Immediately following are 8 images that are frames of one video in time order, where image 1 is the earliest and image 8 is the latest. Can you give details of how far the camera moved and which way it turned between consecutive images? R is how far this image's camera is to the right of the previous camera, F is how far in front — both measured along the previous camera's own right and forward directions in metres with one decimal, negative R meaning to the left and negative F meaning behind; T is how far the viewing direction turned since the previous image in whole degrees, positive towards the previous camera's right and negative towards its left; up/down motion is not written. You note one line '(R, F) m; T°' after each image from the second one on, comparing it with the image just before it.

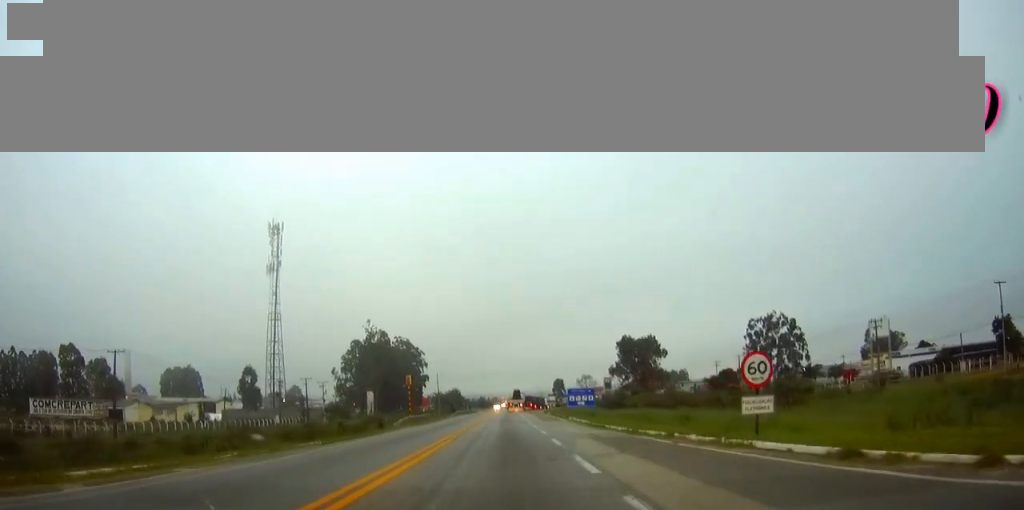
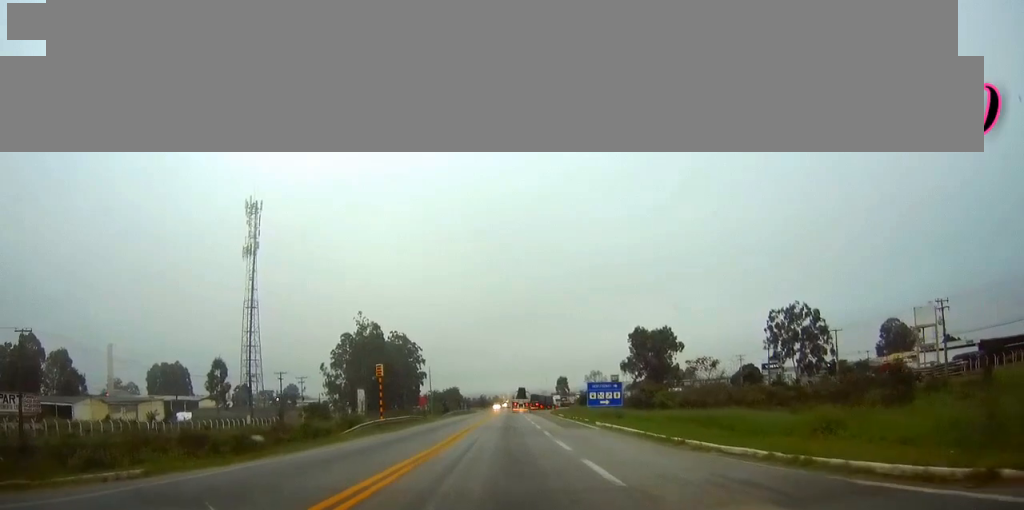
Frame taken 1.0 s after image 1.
(-0.1, +15.7) m; 0°
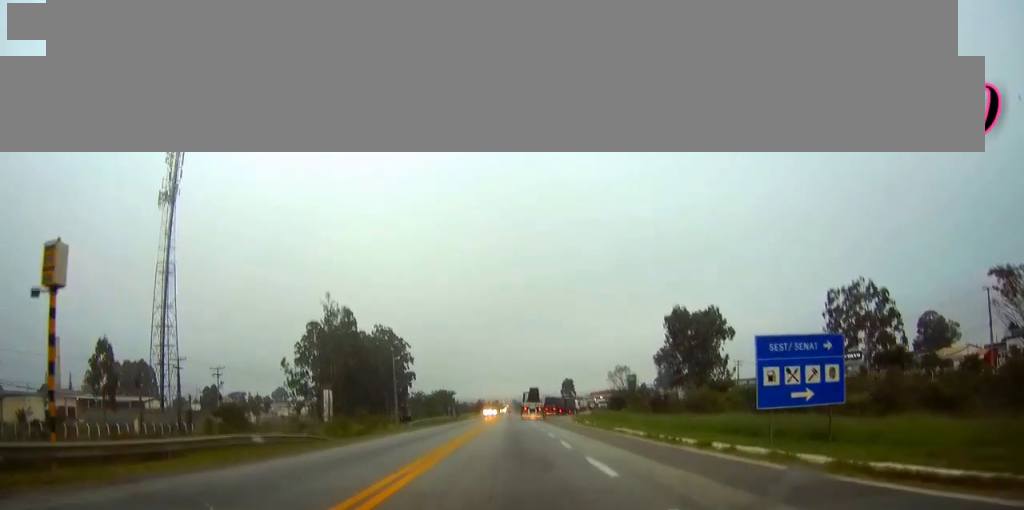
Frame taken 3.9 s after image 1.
(0.0, +39.2) m; 0°
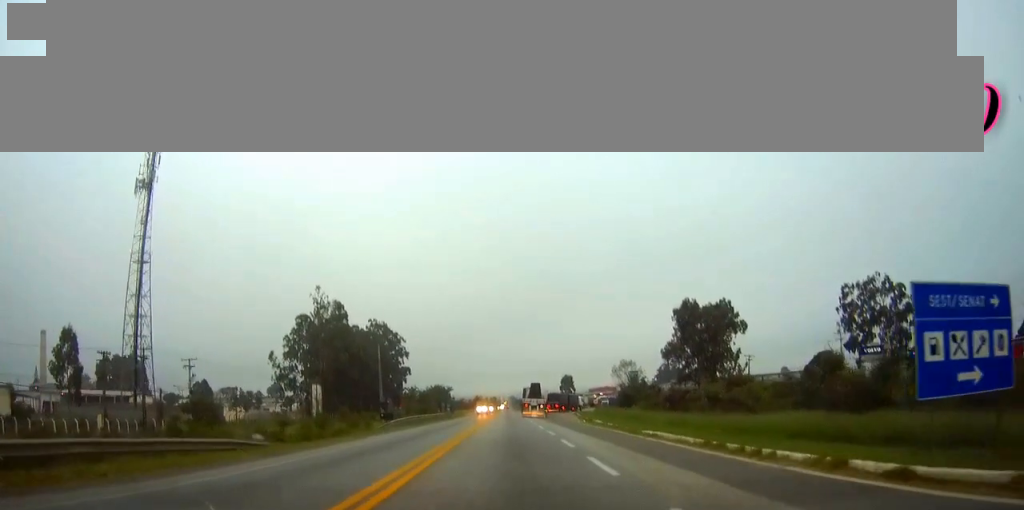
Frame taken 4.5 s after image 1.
(0.0, +8.3) m; 0°
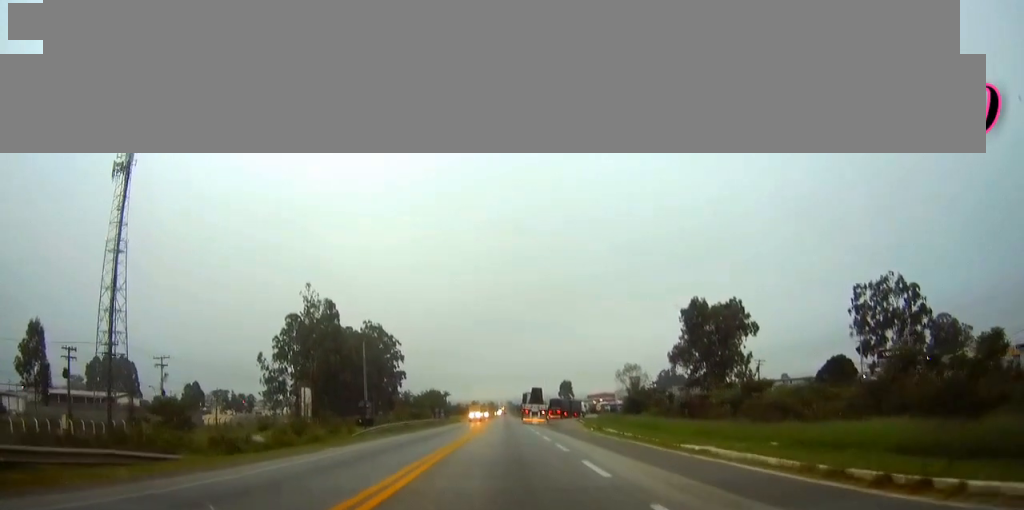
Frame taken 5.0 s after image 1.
(0.0, +7.1) m; 0°
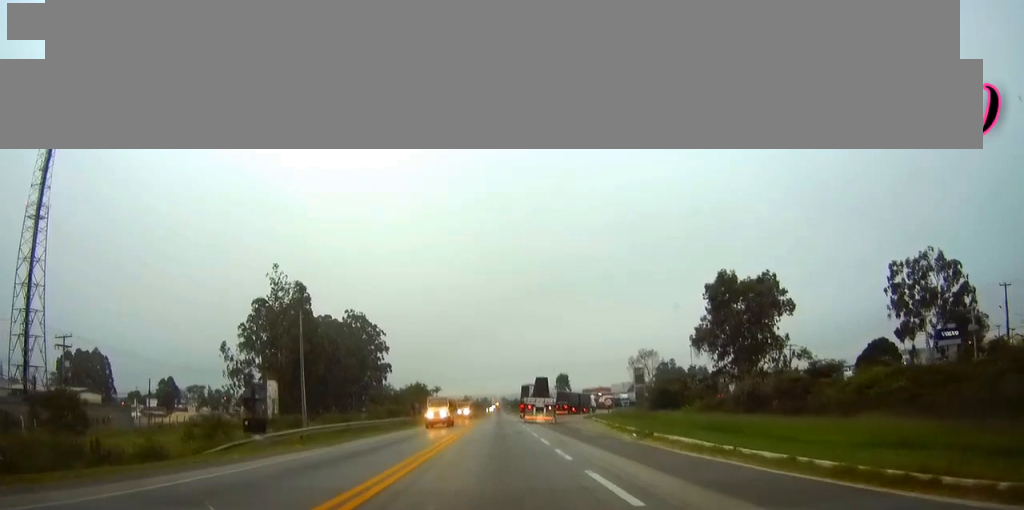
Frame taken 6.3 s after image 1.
(+0.1, +19.3) m; 0°
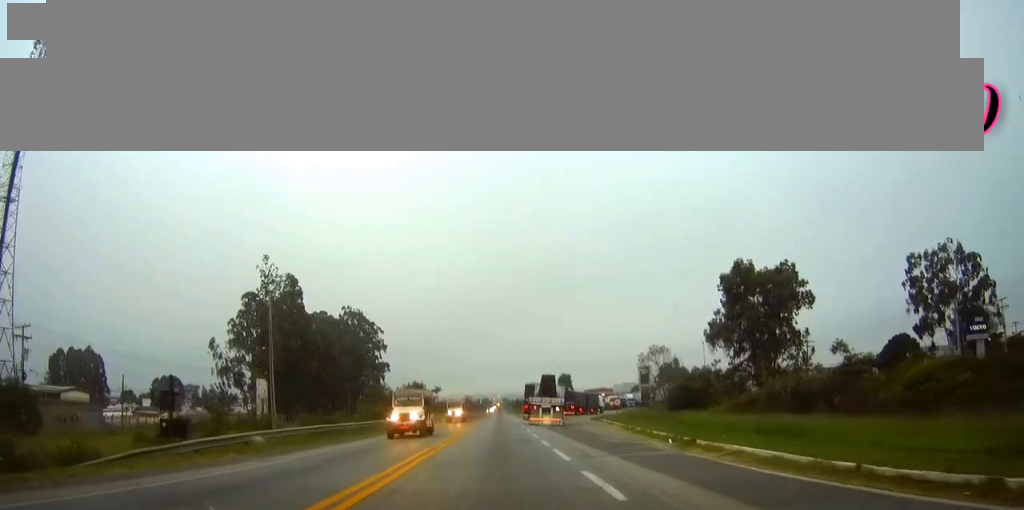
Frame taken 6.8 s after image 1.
(0.0, +7.0) m; 0°
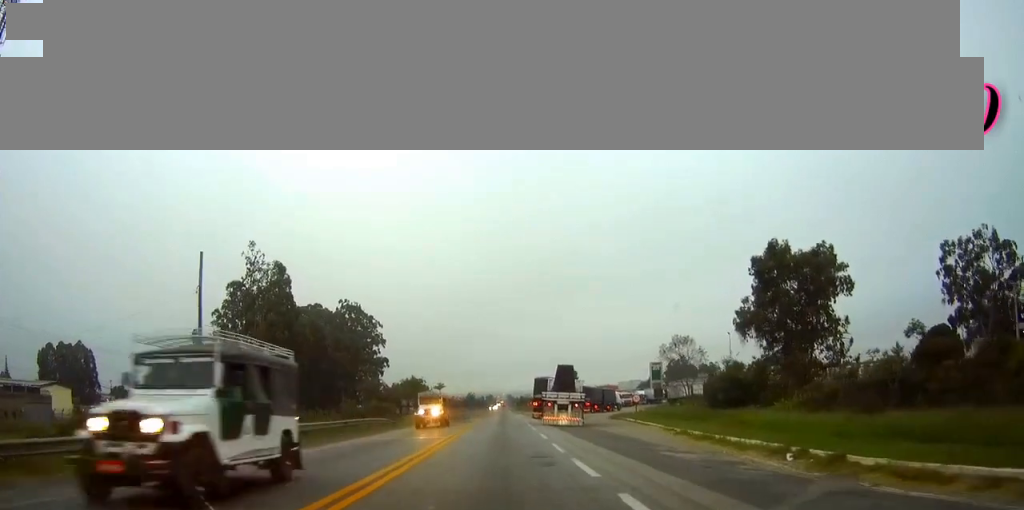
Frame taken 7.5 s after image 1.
(0.0, +11.1) m; 0°
